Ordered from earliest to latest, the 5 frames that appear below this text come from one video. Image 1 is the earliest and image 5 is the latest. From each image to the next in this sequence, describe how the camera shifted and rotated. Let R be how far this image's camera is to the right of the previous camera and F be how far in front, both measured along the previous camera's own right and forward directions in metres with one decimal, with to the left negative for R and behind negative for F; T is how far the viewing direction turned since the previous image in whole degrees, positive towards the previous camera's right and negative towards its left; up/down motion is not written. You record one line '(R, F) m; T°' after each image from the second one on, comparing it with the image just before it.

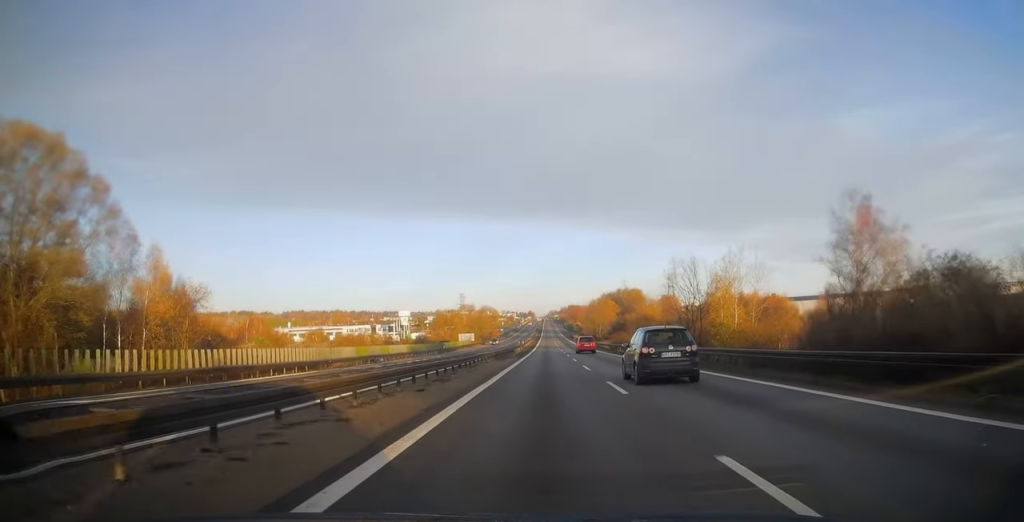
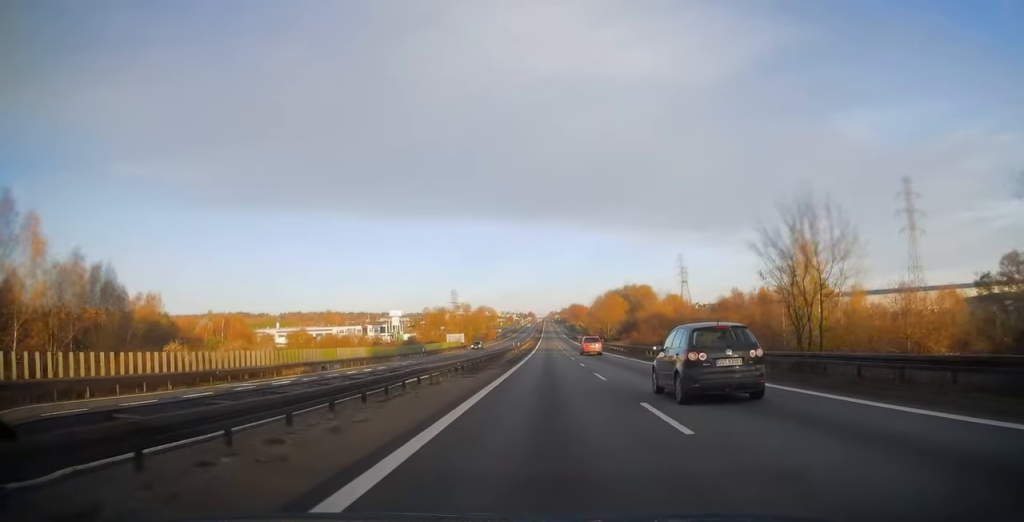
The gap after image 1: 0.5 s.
(0.0, +17.8) m; 0°
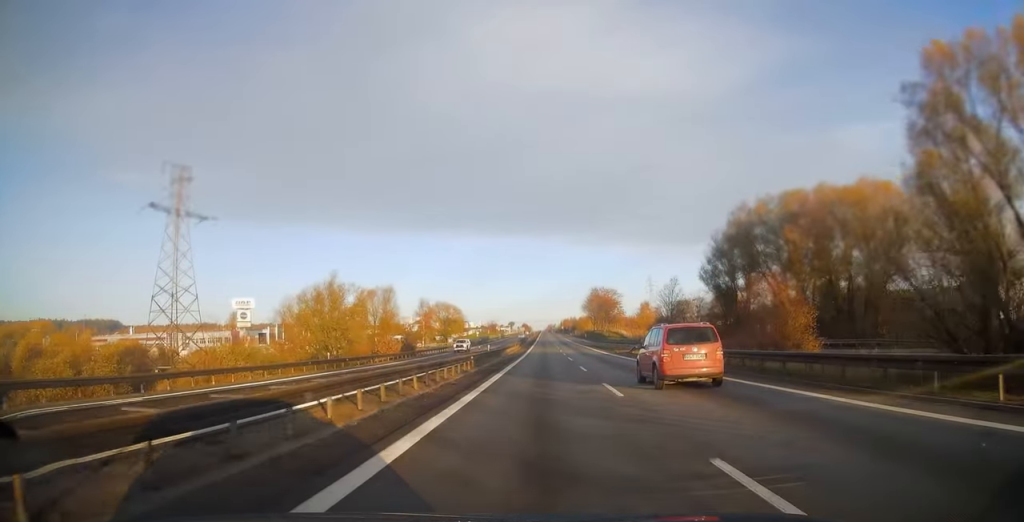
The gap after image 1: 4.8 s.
(+1.2, +137.6) m; 0°
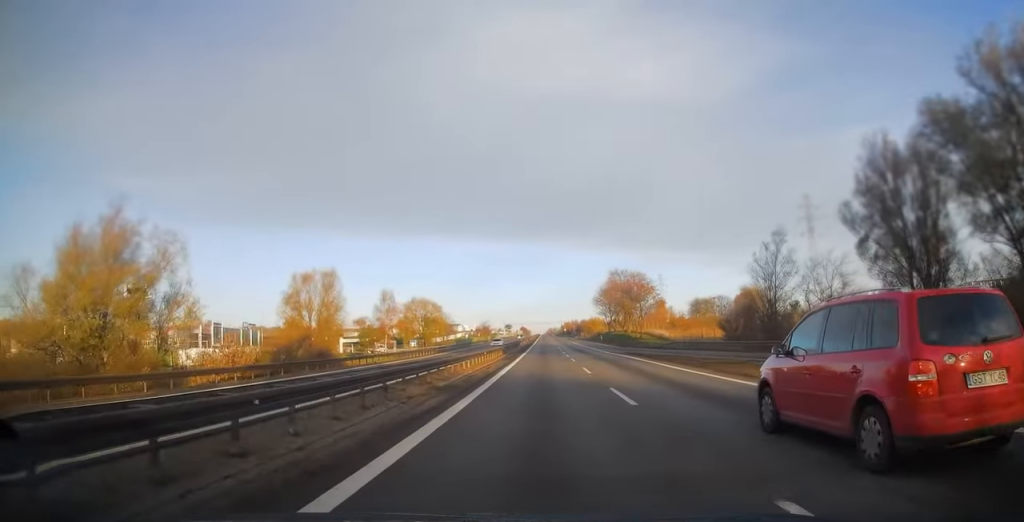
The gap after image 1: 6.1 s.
(-0.2, +39.7) m; 0°
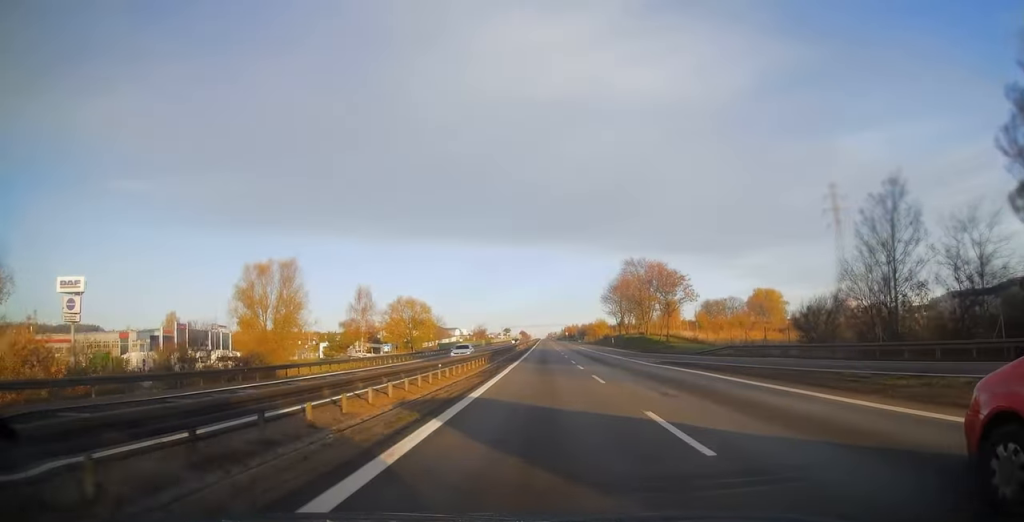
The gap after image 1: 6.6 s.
(0.0, +17.5) m; 0°
